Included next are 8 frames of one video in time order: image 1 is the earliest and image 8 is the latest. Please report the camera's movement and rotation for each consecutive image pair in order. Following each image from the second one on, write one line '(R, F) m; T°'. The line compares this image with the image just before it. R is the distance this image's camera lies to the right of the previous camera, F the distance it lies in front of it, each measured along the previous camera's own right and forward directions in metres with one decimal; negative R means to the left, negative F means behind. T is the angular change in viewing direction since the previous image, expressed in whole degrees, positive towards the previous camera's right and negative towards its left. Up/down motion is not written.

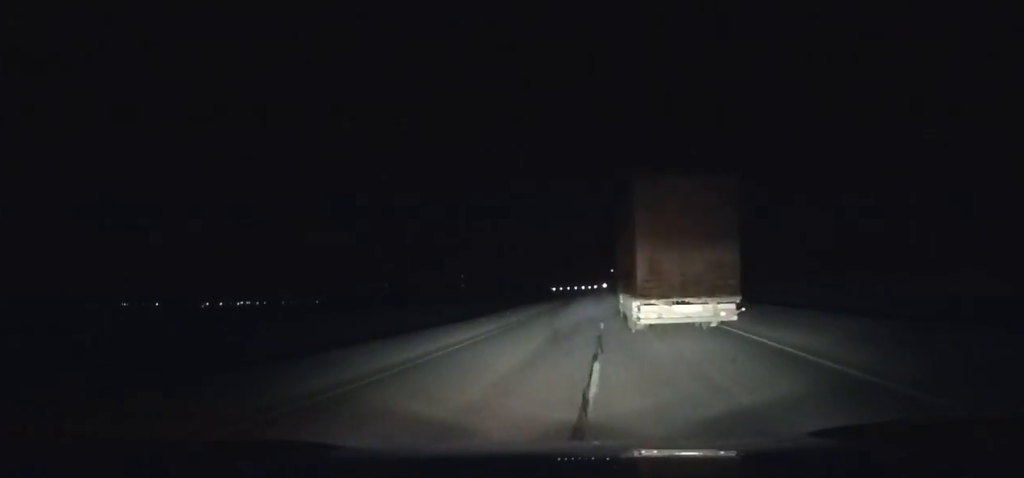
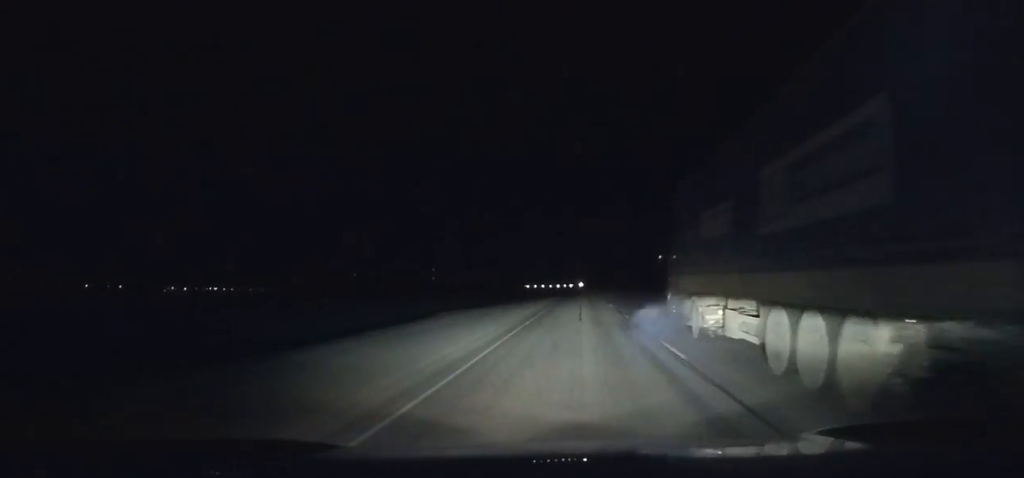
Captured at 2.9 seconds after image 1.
(-0.3, +67.7) m; 0°
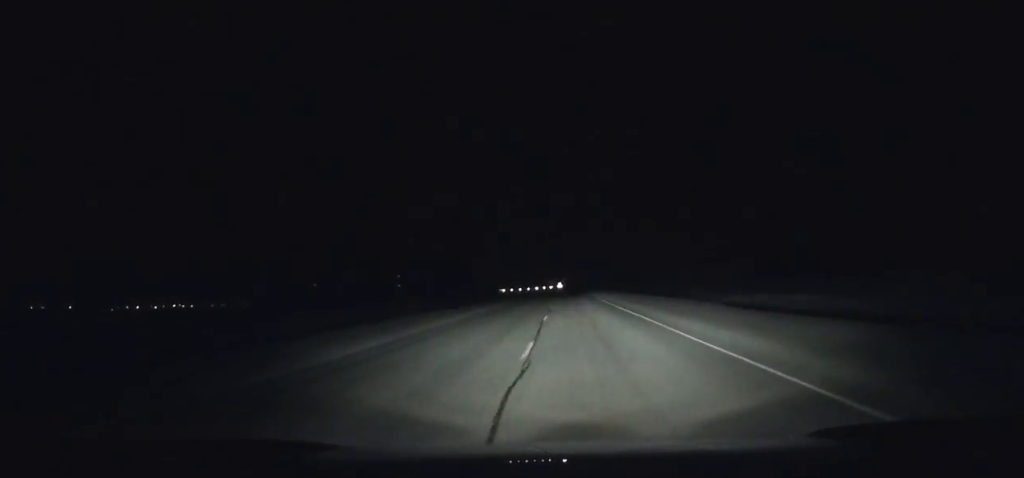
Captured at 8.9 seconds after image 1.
(+3.8, +157.2) m; +2°
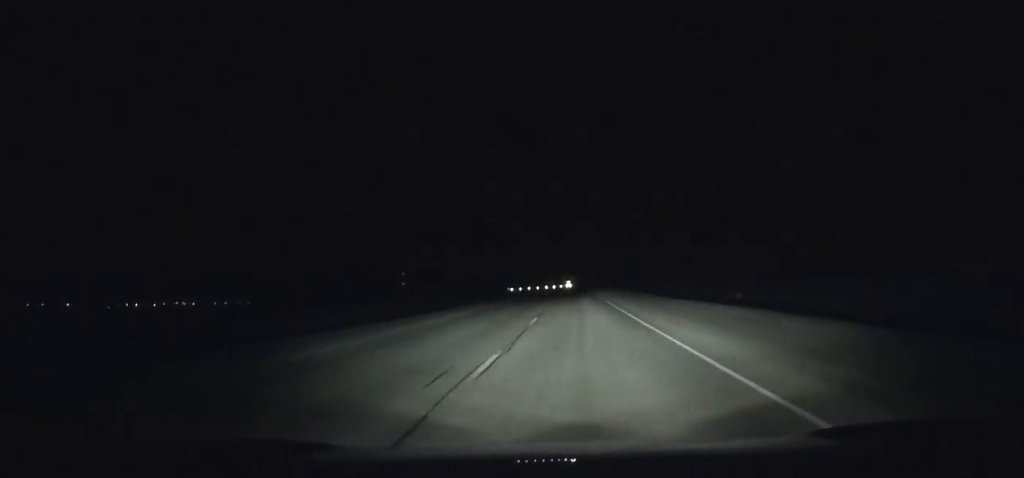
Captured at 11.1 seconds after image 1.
(+0.2, +61.4) m; 0°
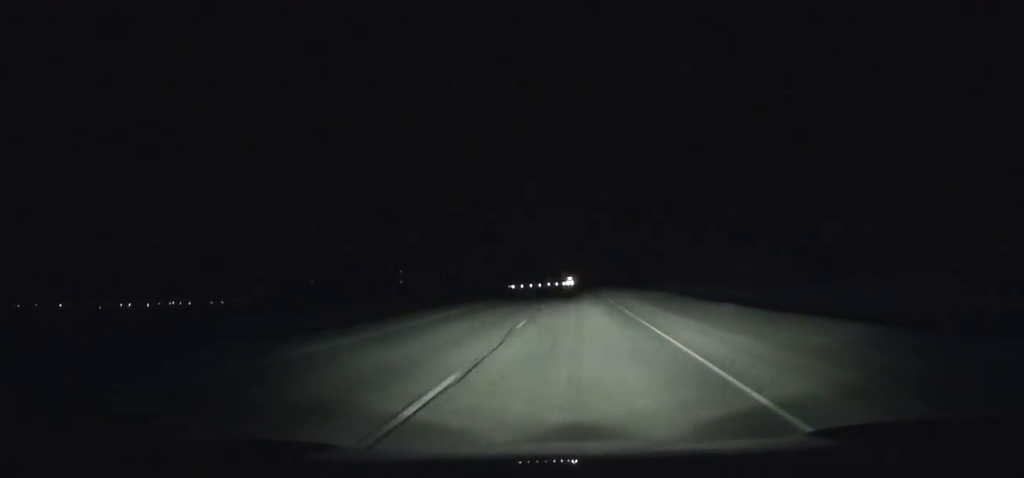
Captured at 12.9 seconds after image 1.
(-0.2, +51.0) m; 0°
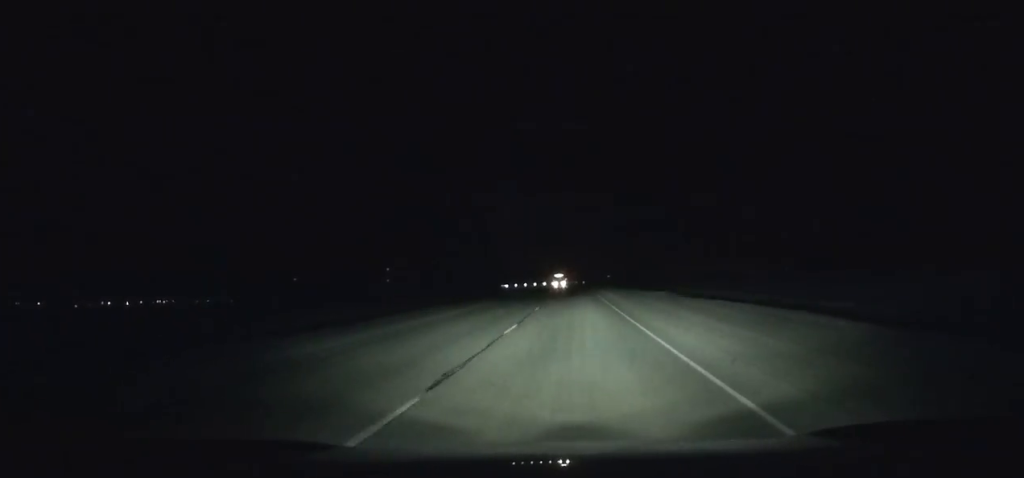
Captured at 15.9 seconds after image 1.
(+0.4, +85.7) m; 0°
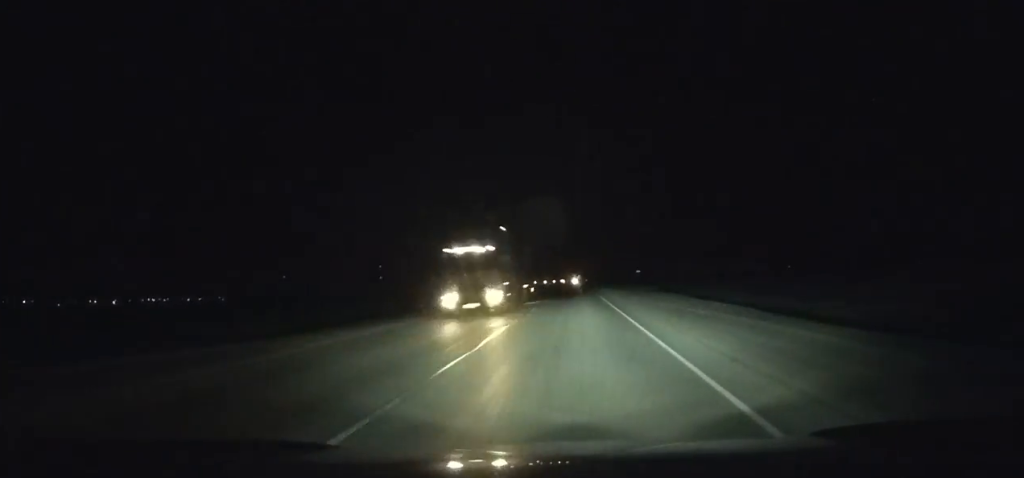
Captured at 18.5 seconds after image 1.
(+0.2, +74.3) m; 0°
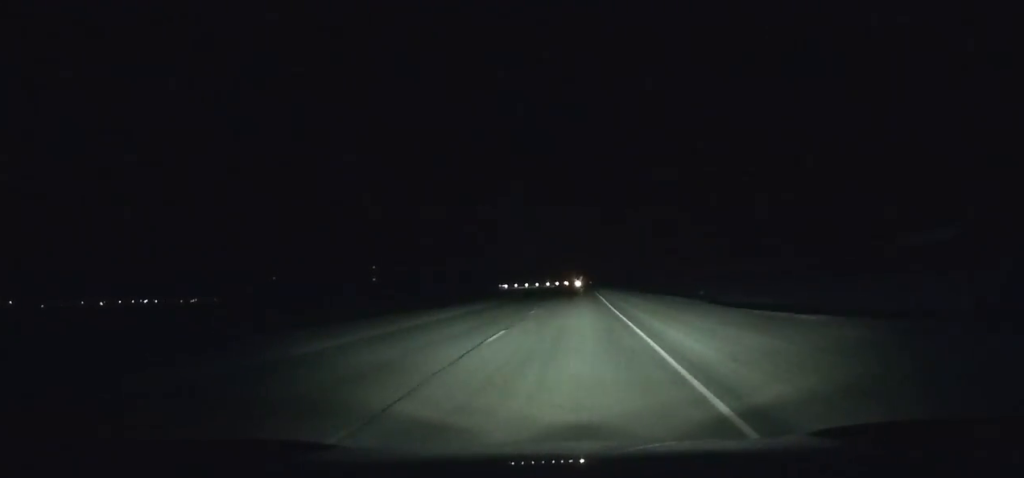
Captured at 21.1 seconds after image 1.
(+0.1, +74.3) m; 0°
